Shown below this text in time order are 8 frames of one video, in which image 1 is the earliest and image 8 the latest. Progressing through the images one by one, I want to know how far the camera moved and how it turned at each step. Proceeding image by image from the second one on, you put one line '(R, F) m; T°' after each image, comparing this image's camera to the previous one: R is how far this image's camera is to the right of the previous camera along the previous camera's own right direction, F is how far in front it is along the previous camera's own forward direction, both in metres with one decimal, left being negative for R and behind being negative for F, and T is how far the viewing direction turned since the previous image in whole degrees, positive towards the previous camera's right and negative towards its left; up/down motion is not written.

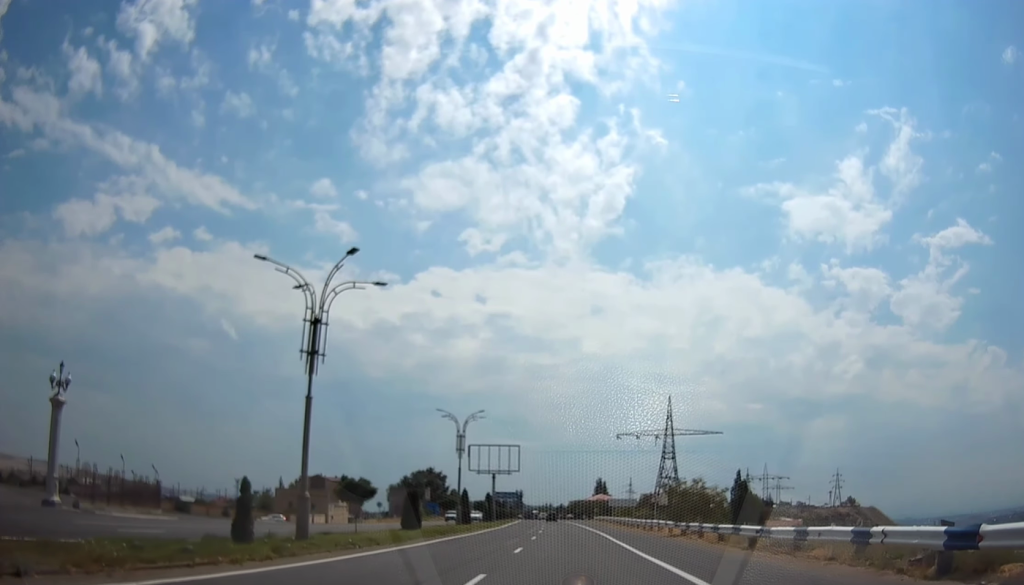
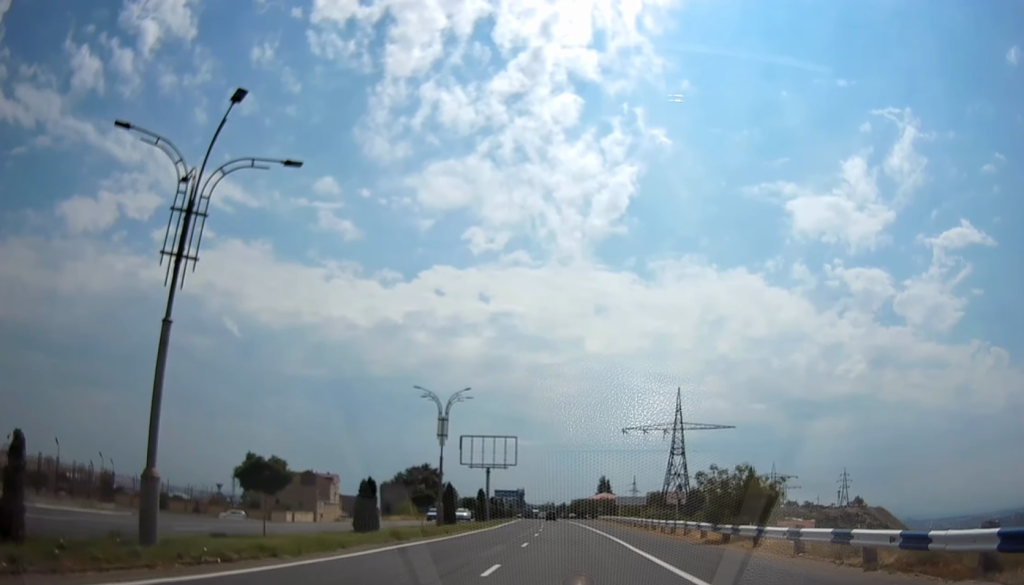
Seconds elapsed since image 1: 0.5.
(-0.1, +8.6) m; -1°
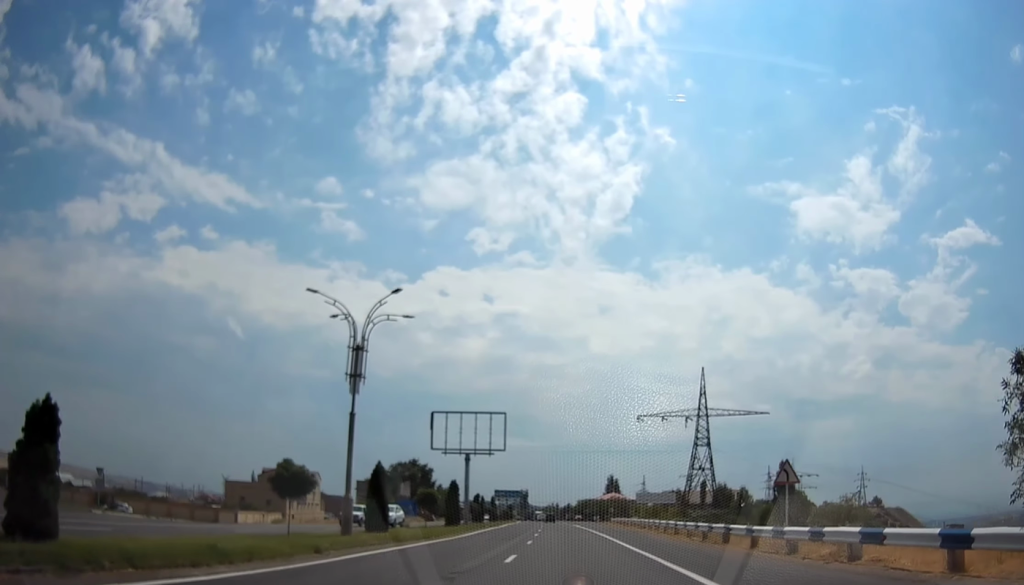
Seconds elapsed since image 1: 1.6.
(-0.4, +19.5) m; -2°
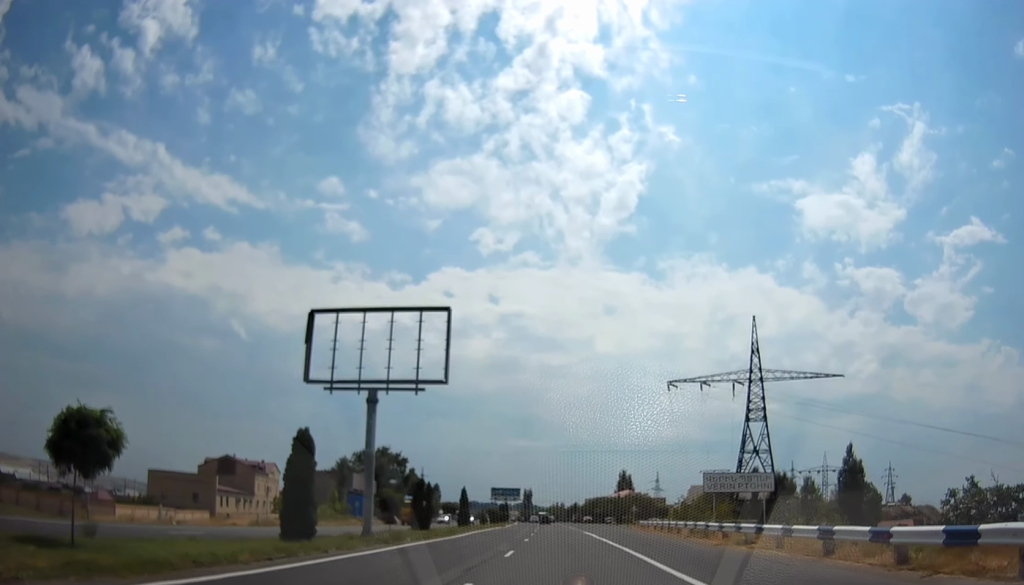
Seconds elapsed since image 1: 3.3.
(-0.4, +30.1) m; 0°
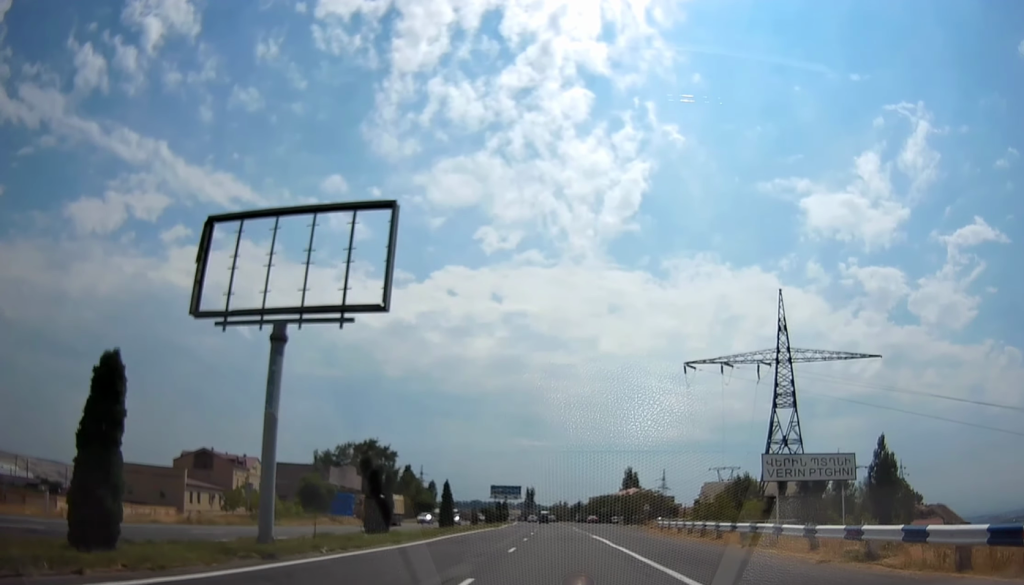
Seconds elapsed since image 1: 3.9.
(0.0, +10.3) m; +1°
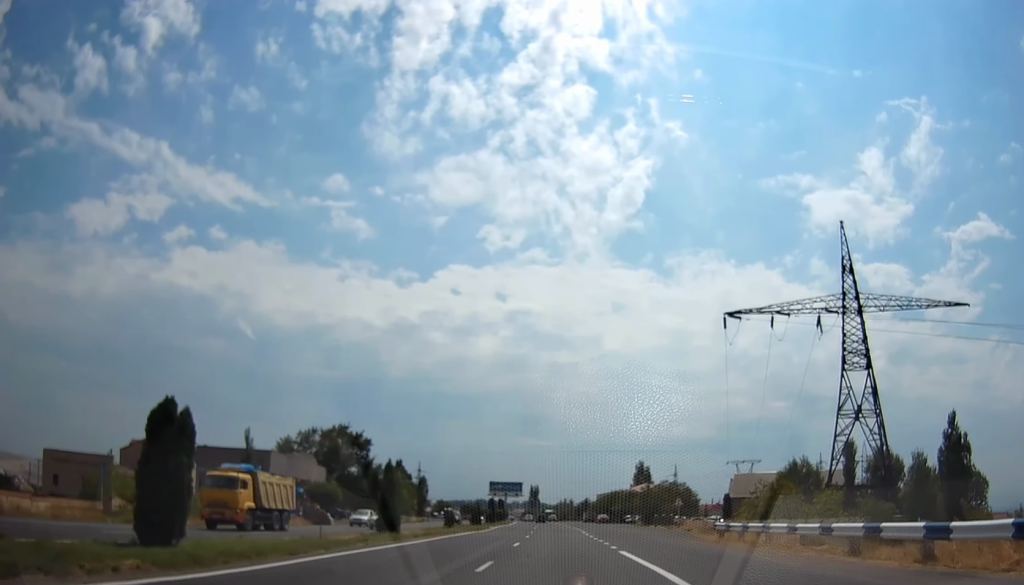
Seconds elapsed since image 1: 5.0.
(+0.2, +18.3) m; -1°
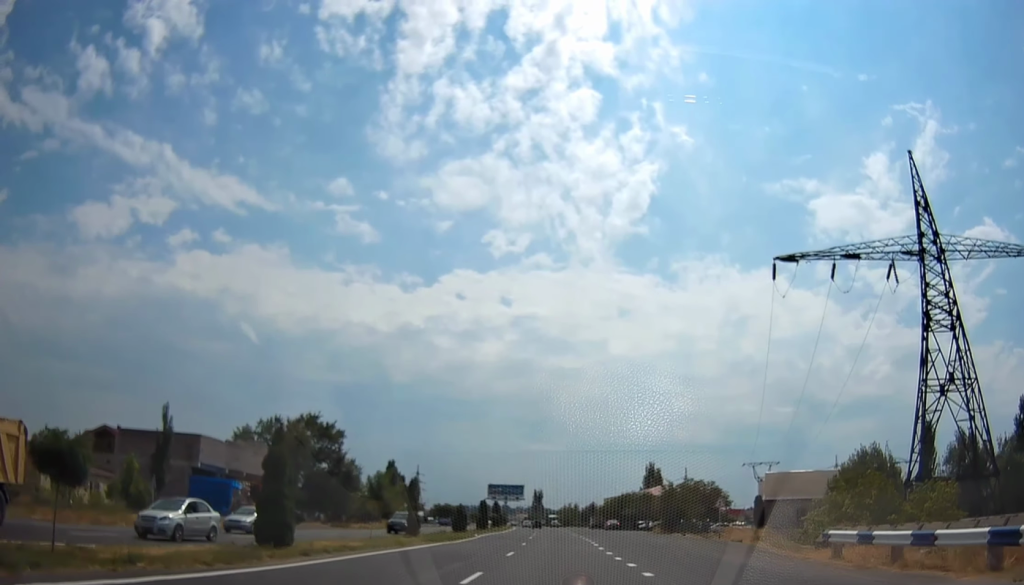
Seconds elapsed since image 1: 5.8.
(-0.5, +13.8) m; -2°
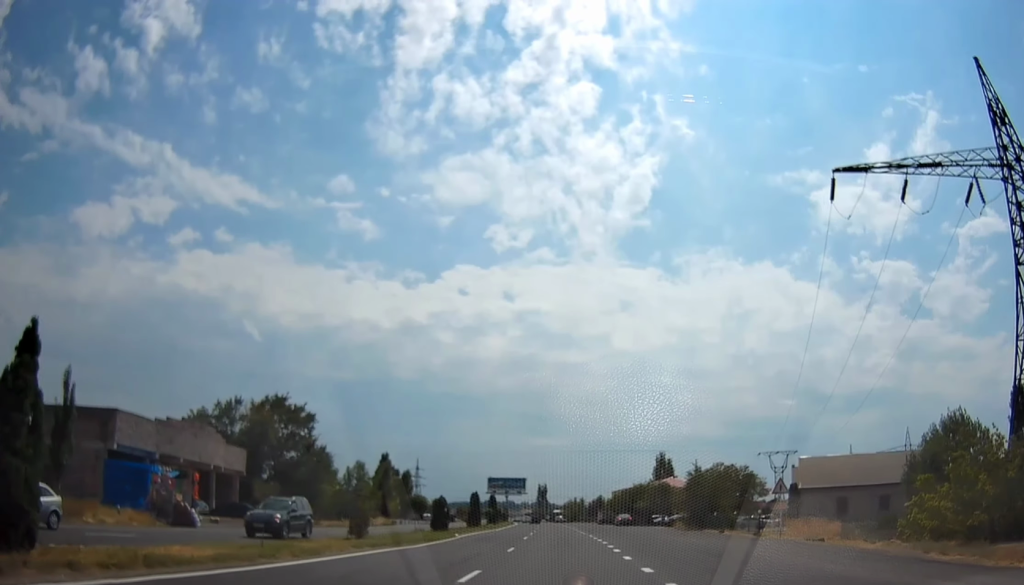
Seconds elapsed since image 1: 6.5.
(0.0, +11.2) m; +1°
